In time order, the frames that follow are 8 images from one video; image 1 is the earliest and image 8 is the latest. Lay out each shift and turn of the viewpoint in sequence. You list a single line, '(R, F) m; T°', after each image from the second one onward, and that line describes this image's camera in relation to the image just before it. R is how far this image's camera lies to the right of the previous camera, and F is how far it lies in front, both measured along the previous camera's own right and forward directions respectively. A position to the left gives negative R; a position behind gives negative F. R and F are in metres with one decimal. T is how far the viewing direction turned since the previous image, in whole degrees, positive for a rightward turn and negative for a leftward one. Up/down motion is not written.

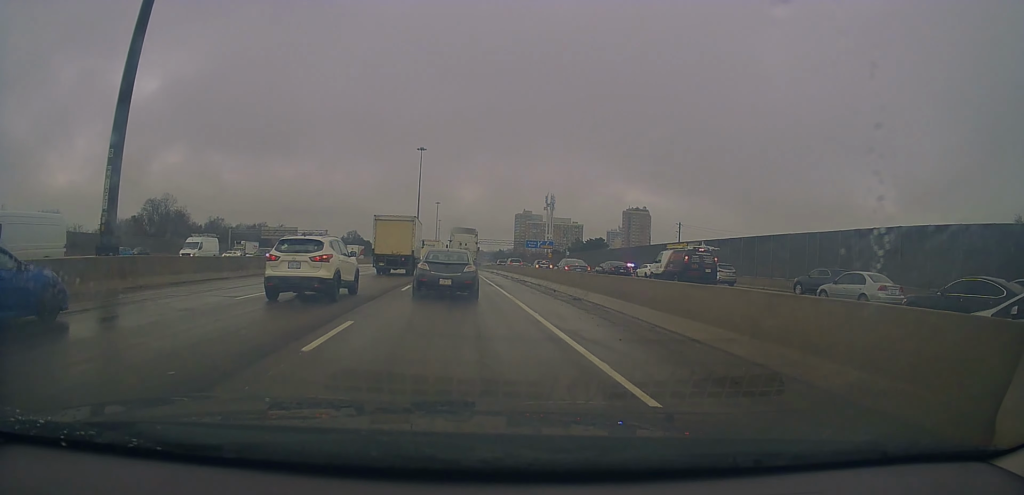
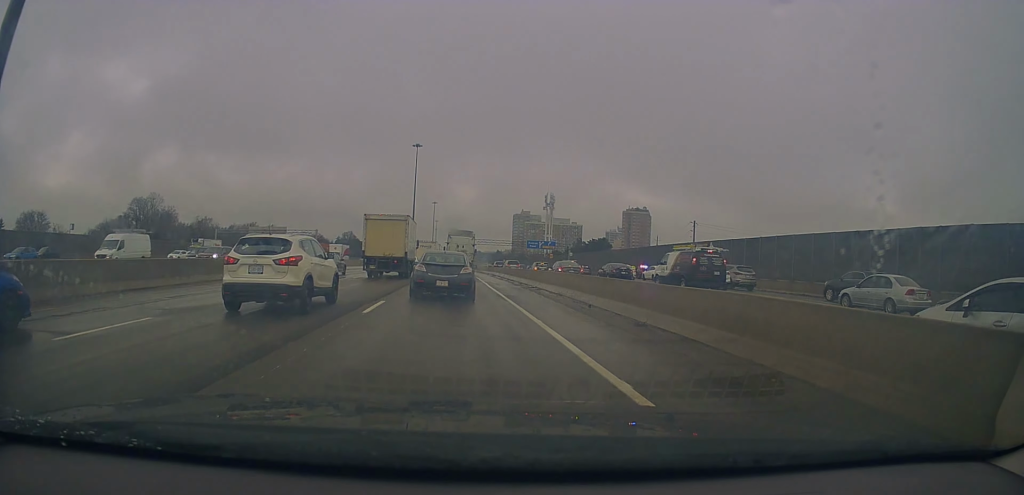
(-0.1, +7.4) m; 0°
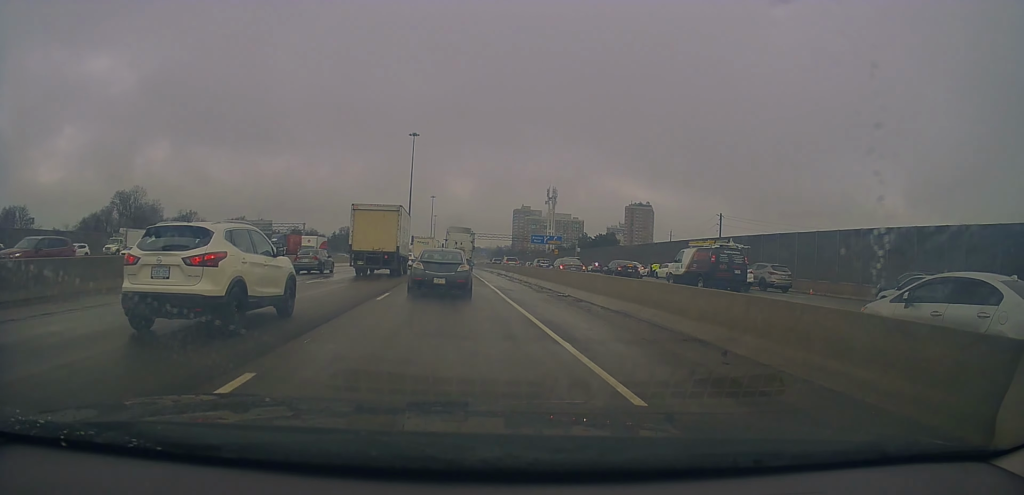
(0.0, +9.4) m; 0°
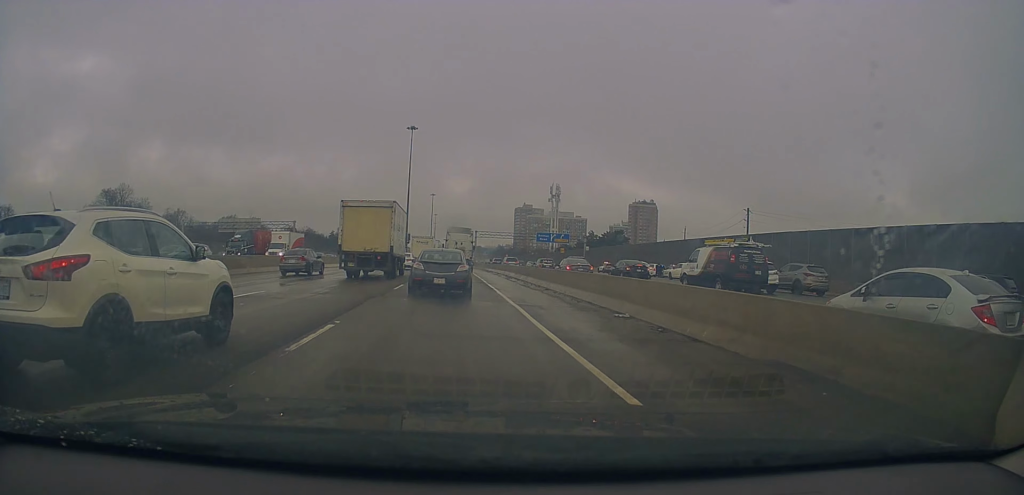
(+0.1, +7.8) m; 0°
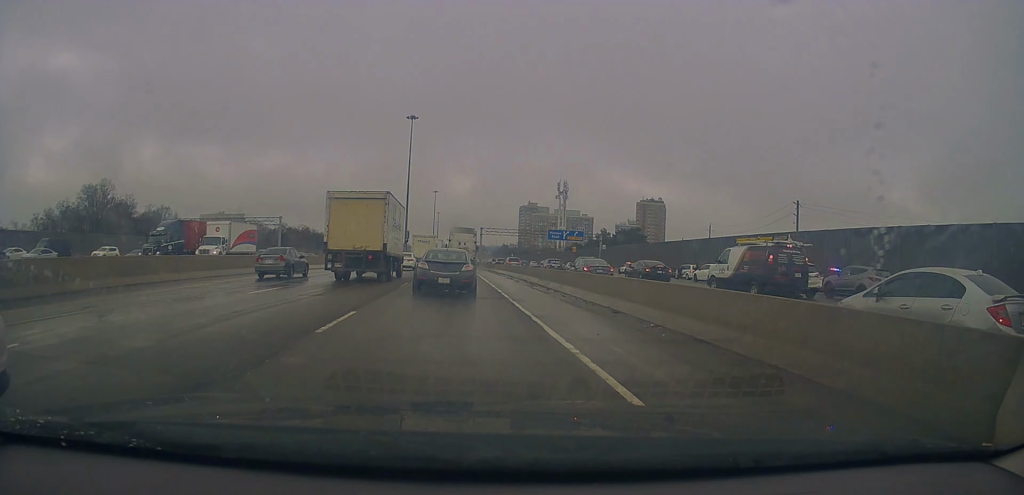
(0.0, +10.8) m; 0°
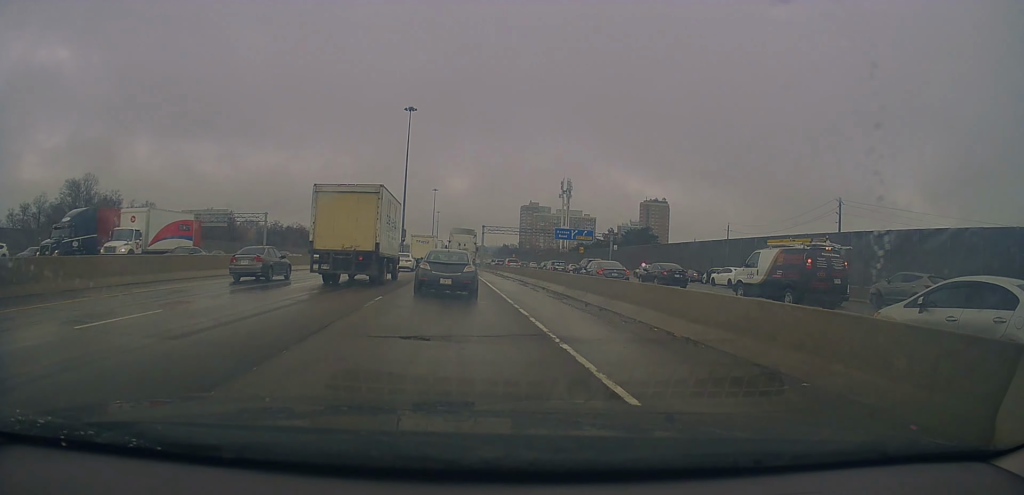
(0.0, +7.9) m; 0°
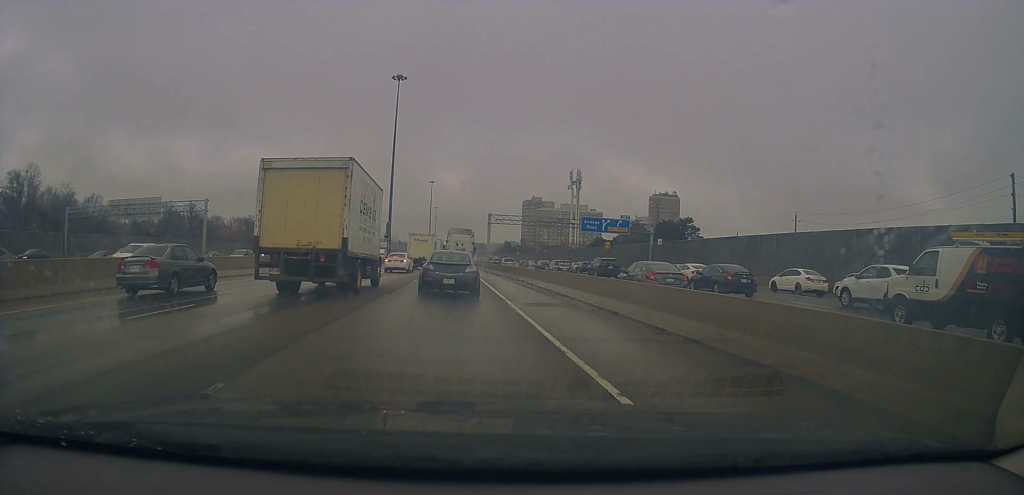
(+0.3, +23.5) m; +2°
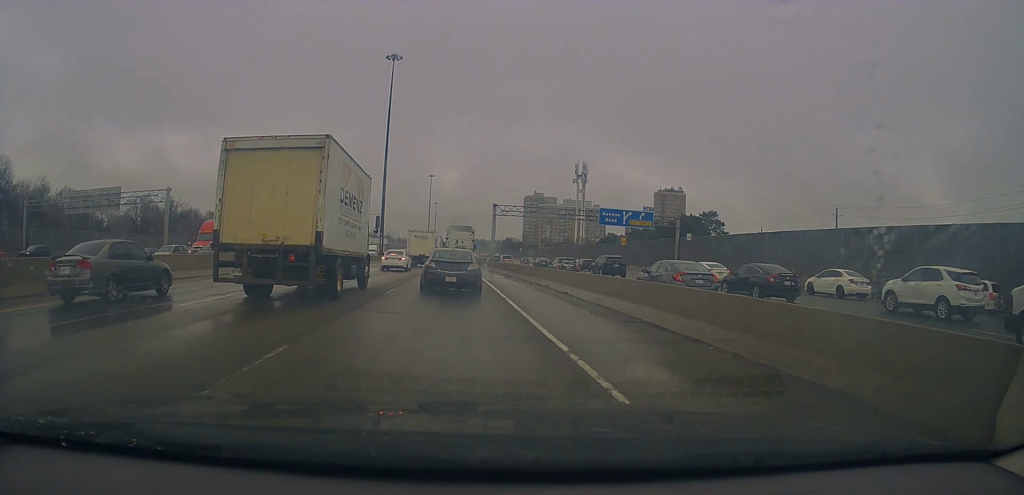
(+0.2, +9.7) m; 0°
